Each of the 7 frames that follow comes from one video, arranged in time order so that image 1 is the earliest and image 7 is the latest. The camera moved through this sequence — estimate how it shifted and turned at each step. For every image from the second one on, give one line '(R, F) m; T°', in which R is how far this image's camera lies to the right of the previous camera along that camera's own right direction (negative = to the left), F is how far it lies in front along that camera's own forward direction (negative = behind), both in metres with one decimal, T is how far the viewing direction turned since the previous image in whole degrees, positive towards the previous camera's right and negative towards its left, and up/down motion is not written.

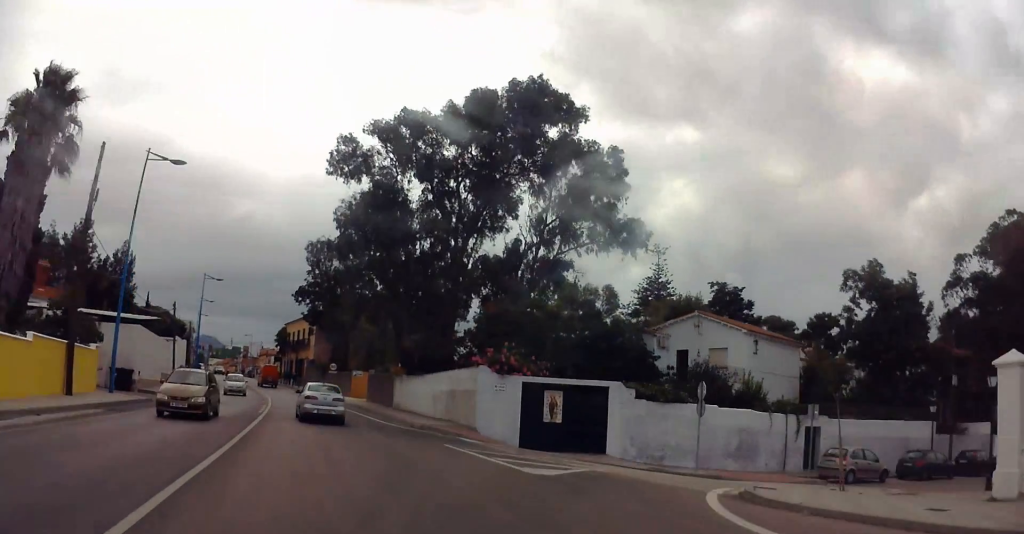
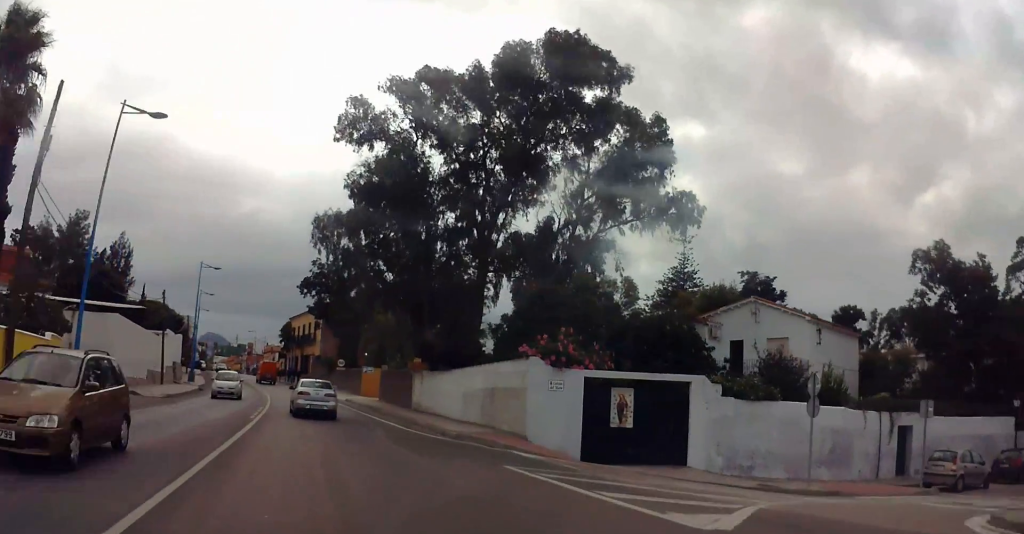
(+0.1, +6.1) m; +1°
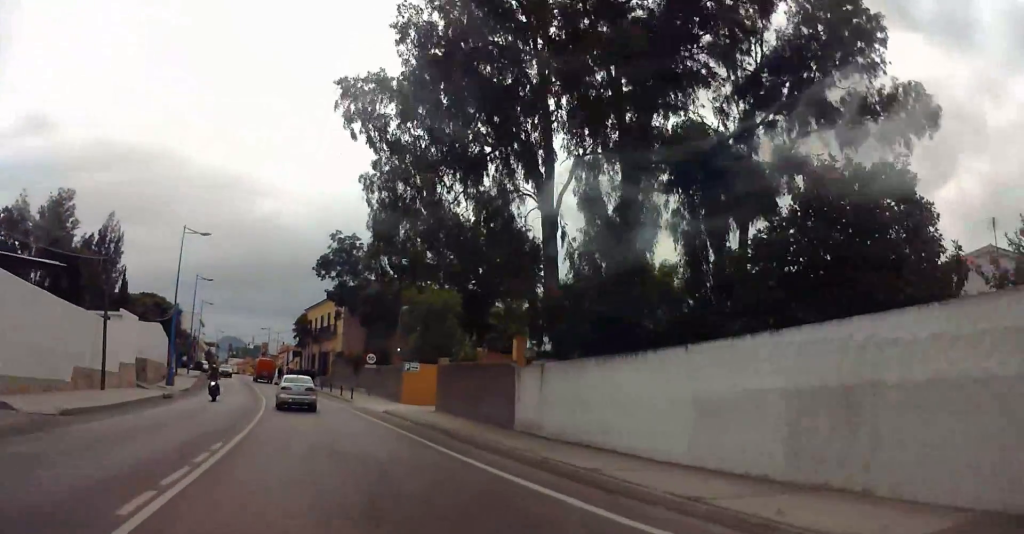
(+0.1, +15.5) m; -2°
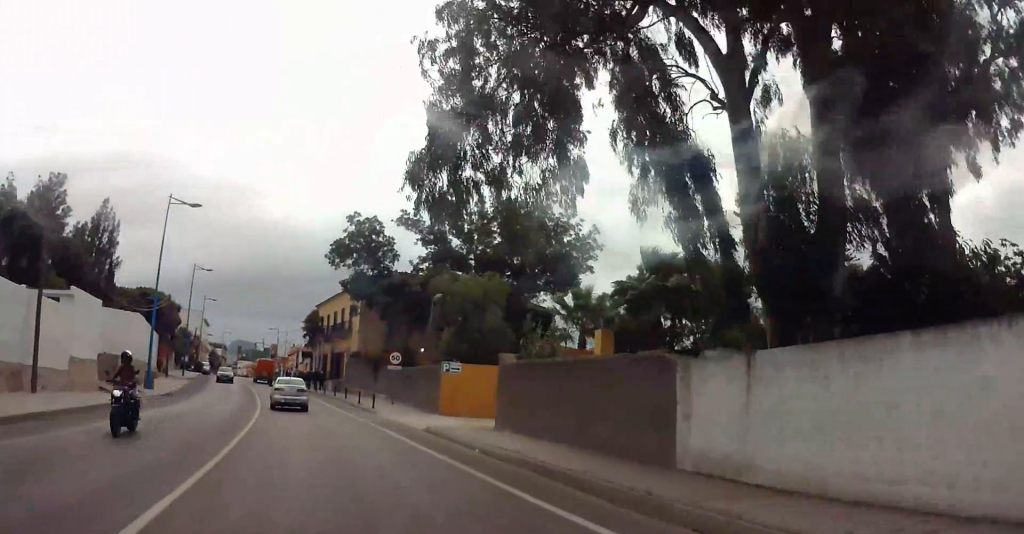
(-0.4, +9.1) m; -3°
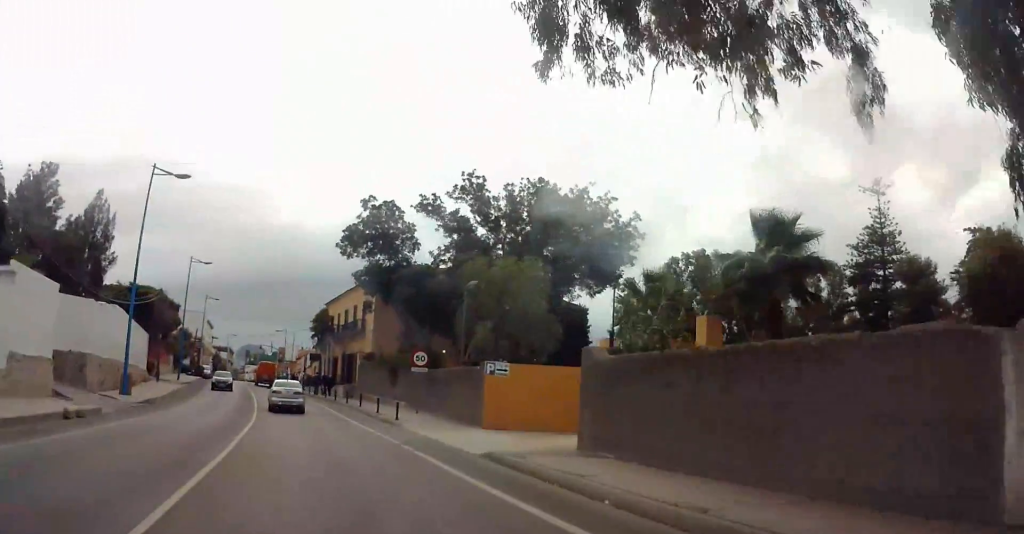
(-0.1, +6.4) m; -1°
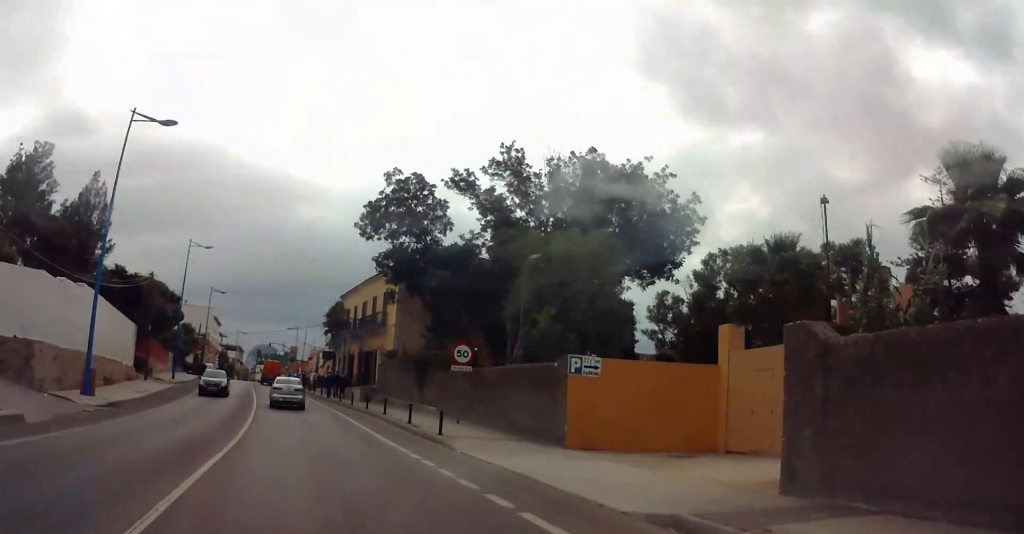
(-0.1, +6.8) m; -1°
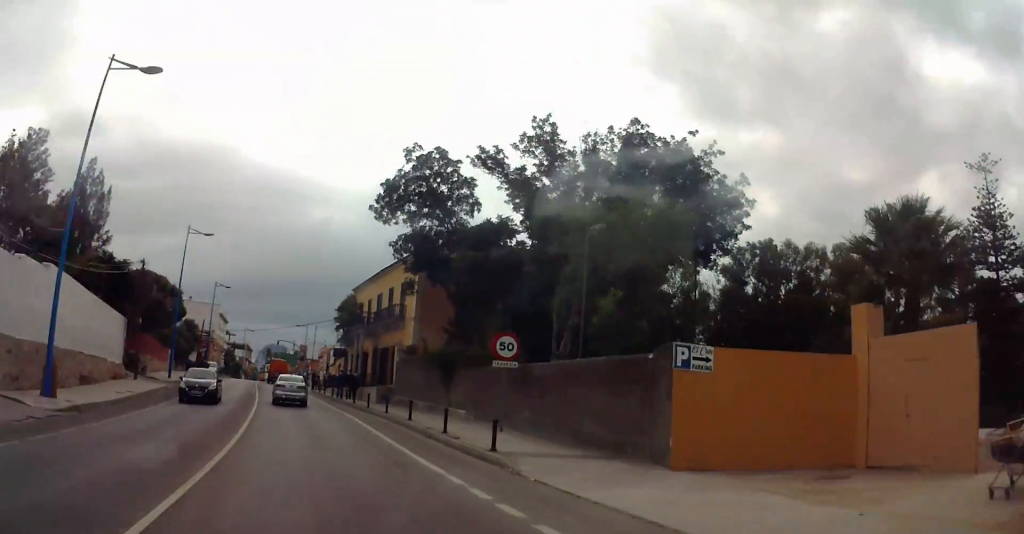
(0.0, +4.6) m; 0°
